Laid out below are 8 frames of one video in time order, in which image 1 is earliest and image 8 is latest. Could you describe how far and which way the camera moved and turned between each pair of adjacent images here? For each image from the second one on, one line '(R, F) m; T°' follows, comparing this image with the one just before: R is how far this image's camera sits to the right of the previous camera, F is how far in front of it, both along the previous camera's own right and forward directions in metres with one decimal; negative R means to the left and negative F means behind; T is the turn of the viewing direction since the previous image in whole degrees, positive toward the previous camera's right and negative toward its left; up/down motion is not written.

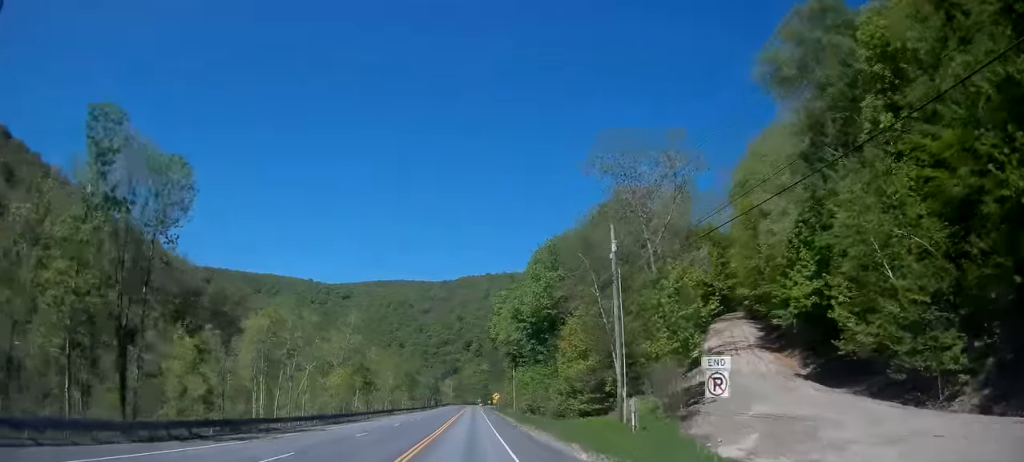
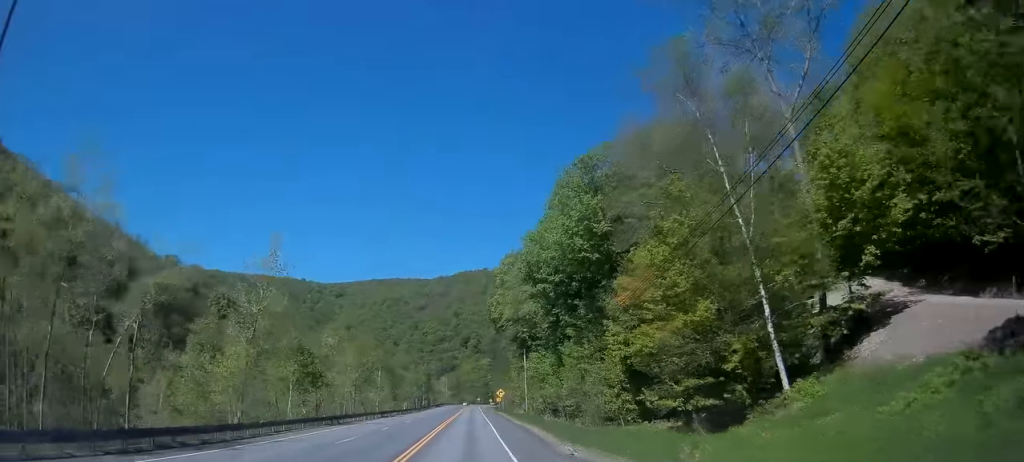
(-0.1, +29.4) m; 0°
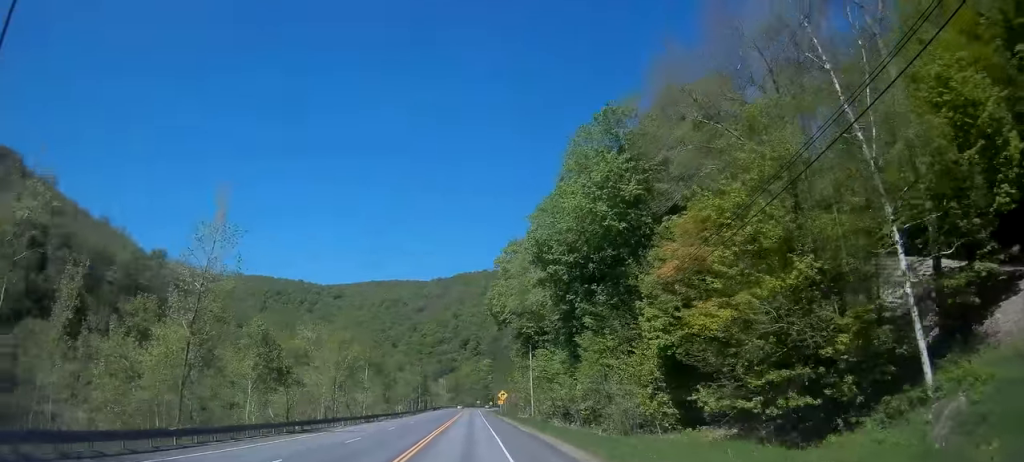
(0.0, +9.8) m; 0°
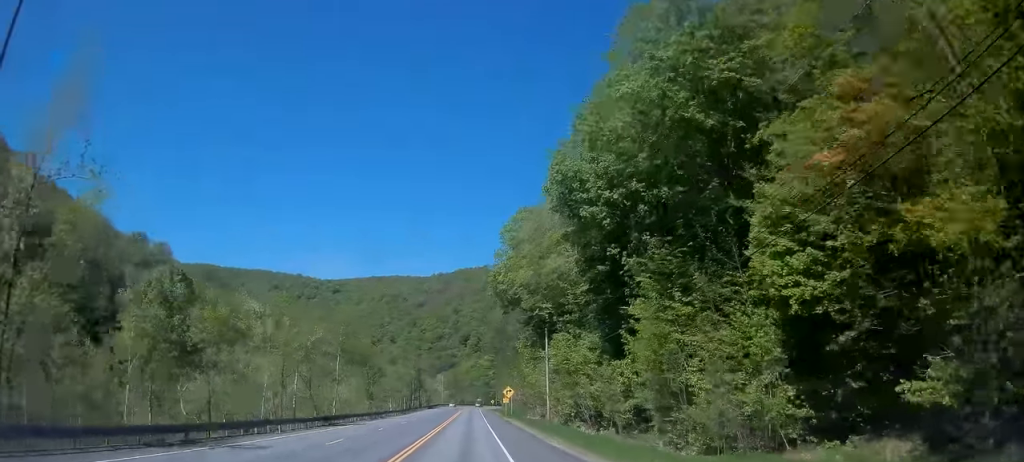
(+0.1, +16.5) m; 0°
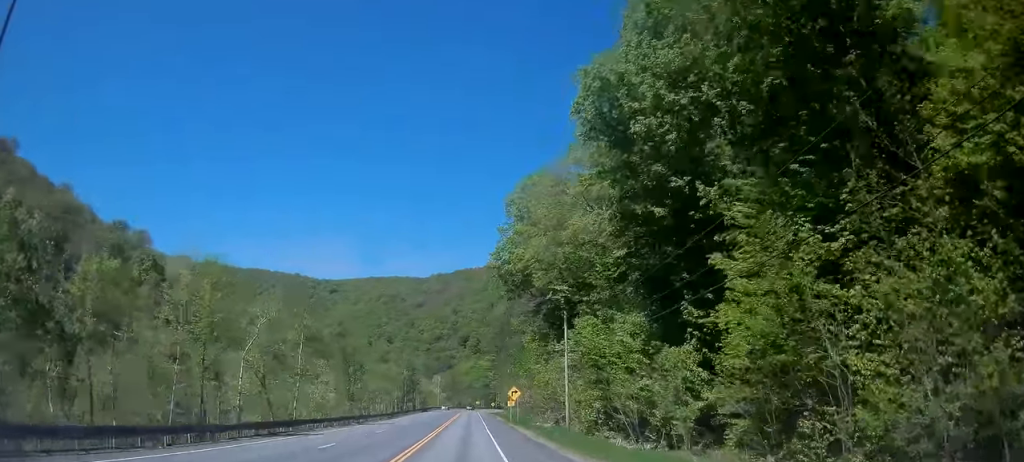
(0.0, +13.4) m; 0°
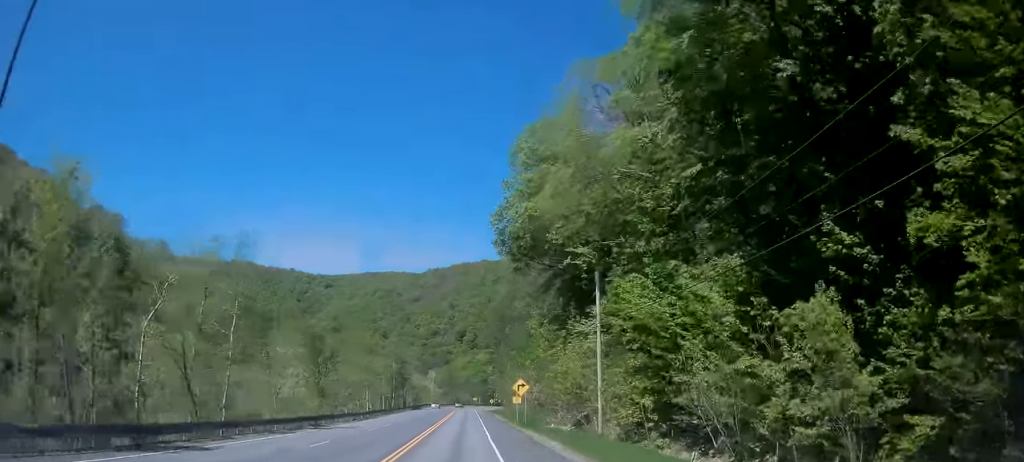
(-0.1, +14.0) m; 0°
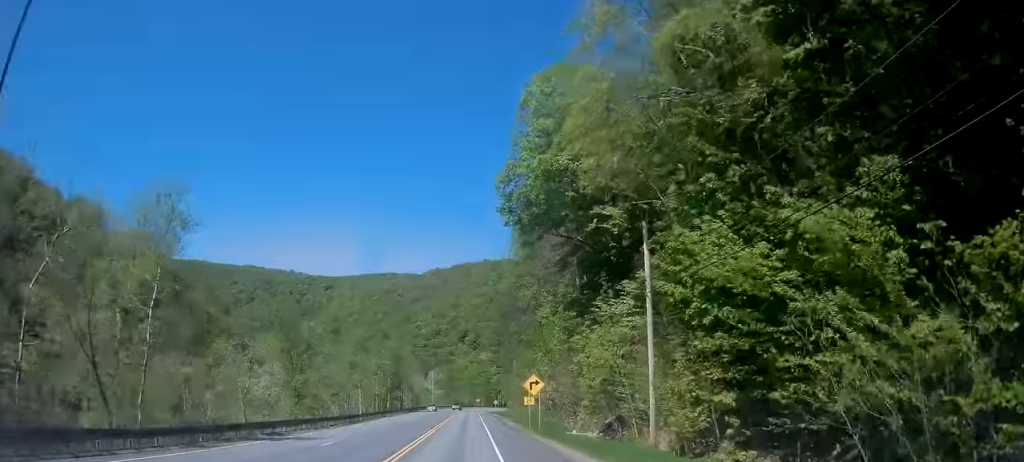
(+0.1, +10.0) m; 0°
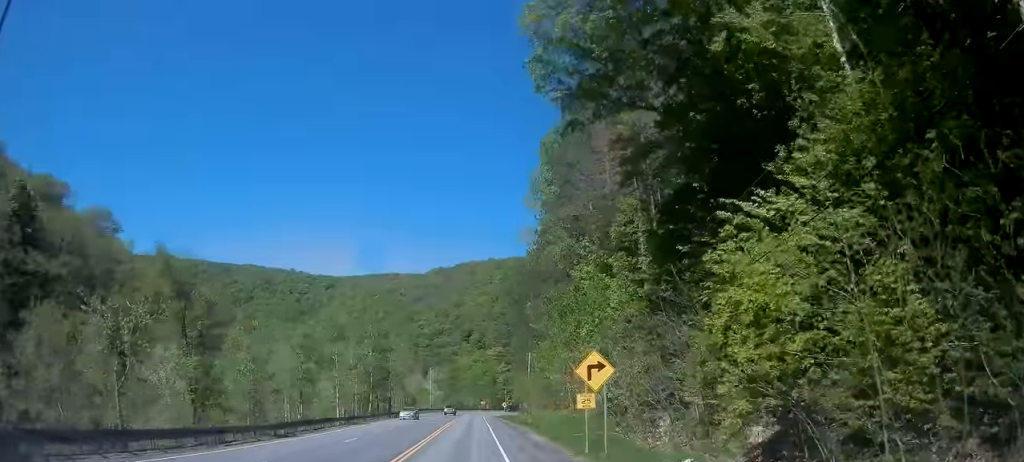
(0.0, +21.4) m; 0°
